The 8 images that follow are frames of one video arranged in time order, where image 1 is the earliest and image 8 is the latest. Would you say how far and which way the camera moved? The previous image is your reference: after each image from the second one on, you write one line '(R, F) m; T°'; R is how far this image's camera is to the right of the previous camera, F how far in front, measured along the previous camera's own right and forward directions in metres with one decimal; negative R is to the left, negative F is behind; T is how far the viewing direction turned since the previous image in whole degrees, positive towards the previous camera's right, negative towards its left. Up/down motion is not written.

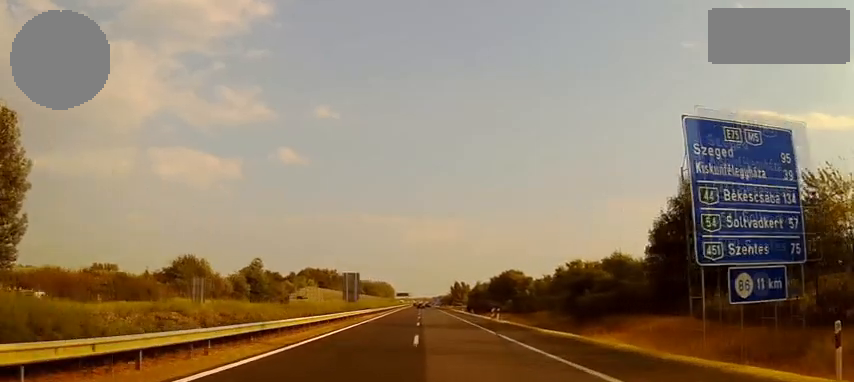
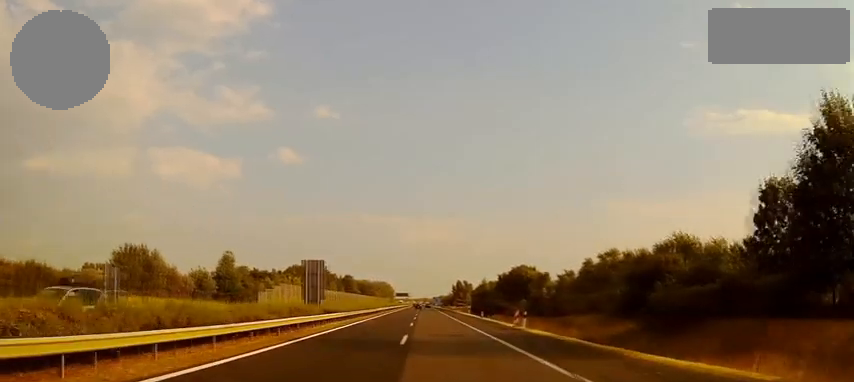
(+0.1, +17.5) m; 0°
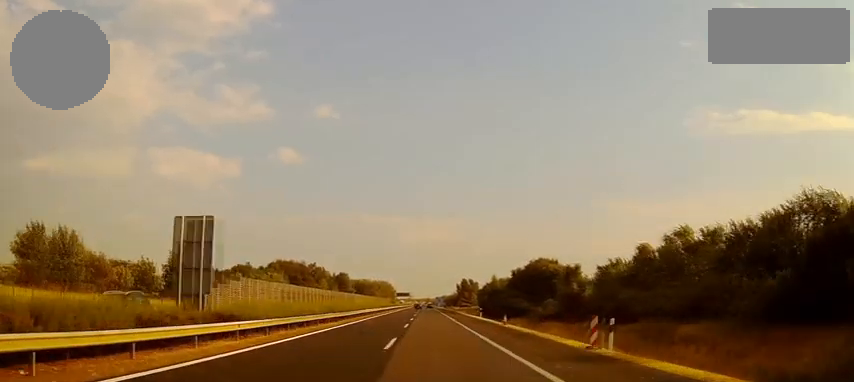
(0.0, +20.3) m; 0°
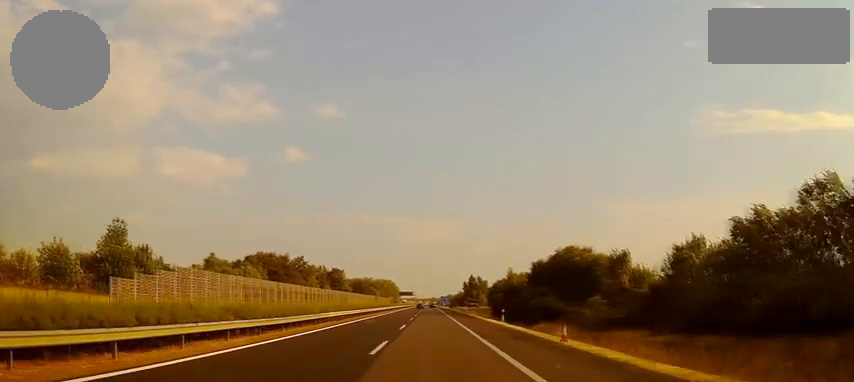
(-0.1, +20.4) m; 0°
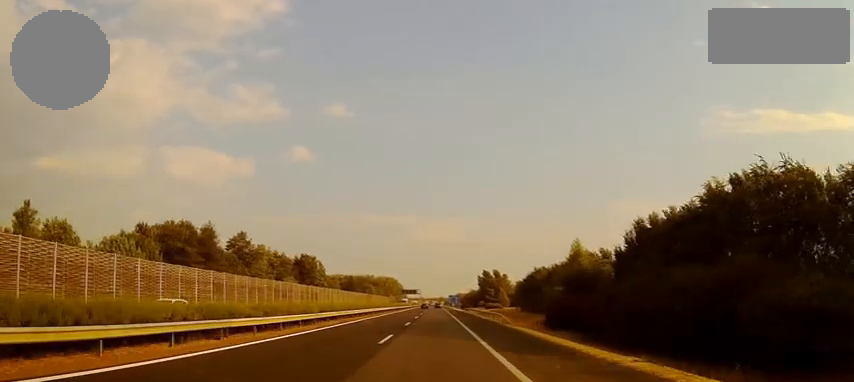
(-0.4, +49.8) m; -1°
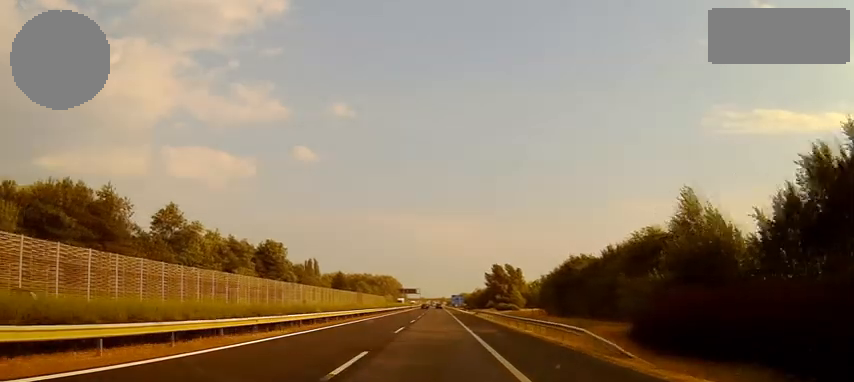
(-0.1, +29.3) m; 0°
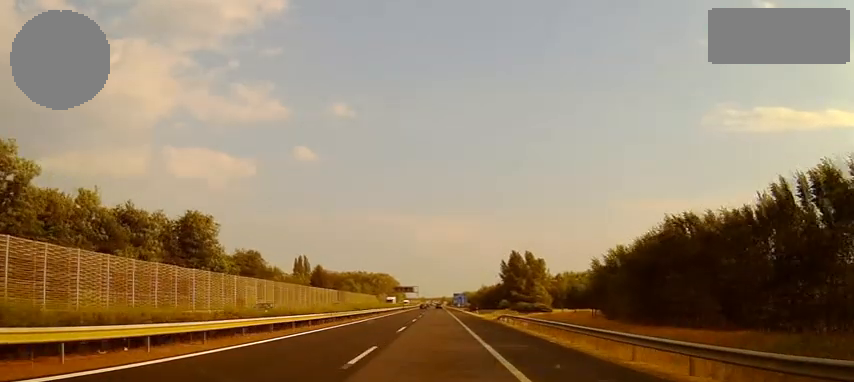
(+0.1, +34.1) m; 0°
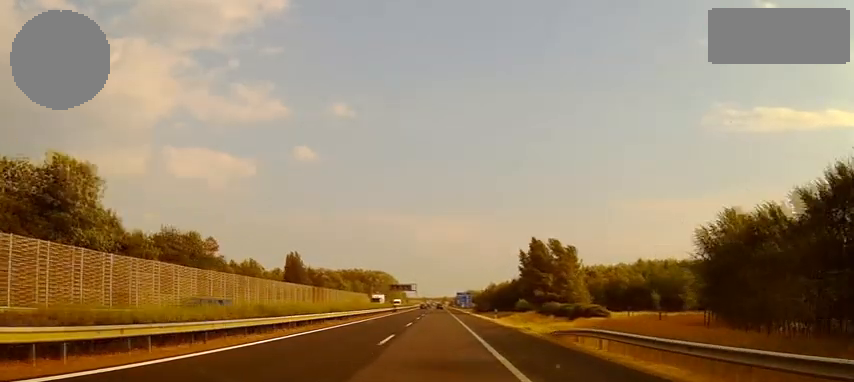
(-0.1, +28.1) m; 0°
